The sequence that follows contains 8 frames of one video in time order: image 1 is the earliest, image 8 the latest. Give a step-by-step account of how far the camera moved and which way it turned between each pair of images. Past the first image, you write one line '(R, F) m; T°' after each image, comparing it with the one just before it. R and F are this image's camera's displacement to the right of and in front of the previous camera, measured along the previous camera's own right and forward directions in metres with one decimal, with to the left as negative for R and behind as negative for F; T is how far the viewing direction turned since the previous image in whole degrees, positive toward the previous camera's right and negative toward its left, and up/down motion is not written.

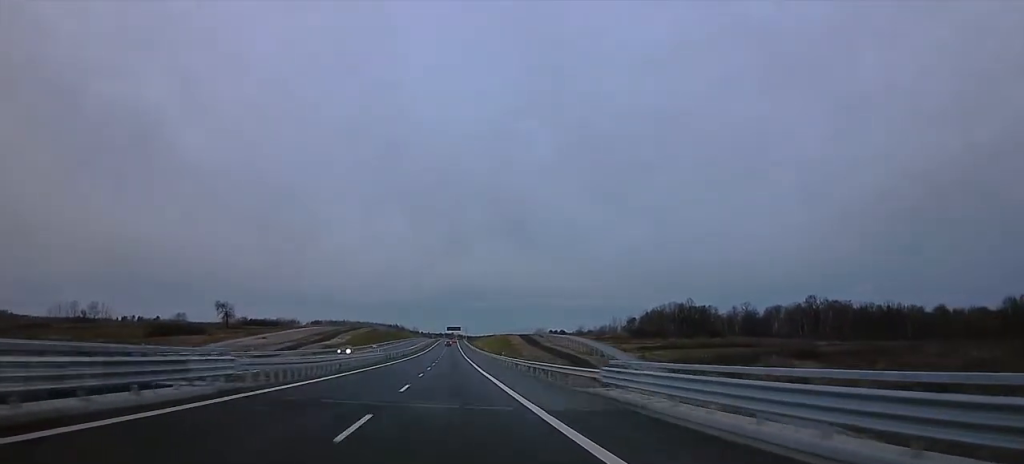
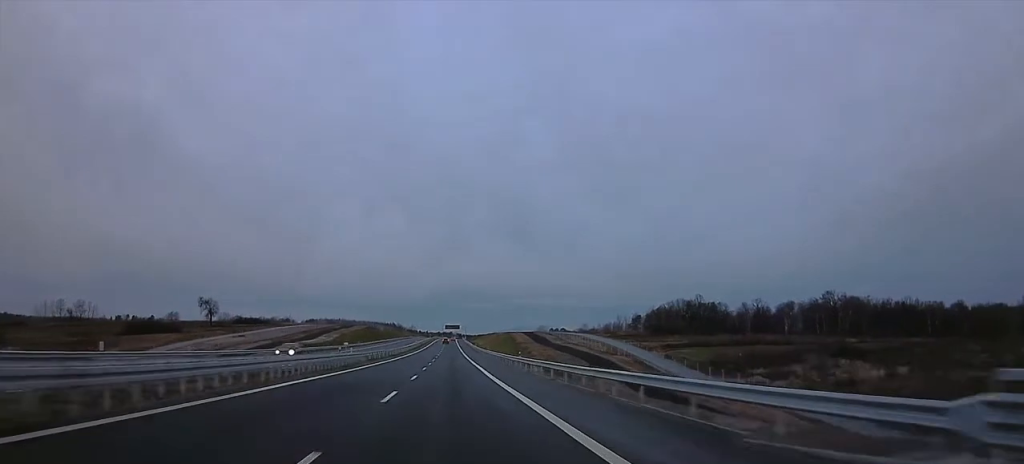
(0.0, +17.5) m; 0°
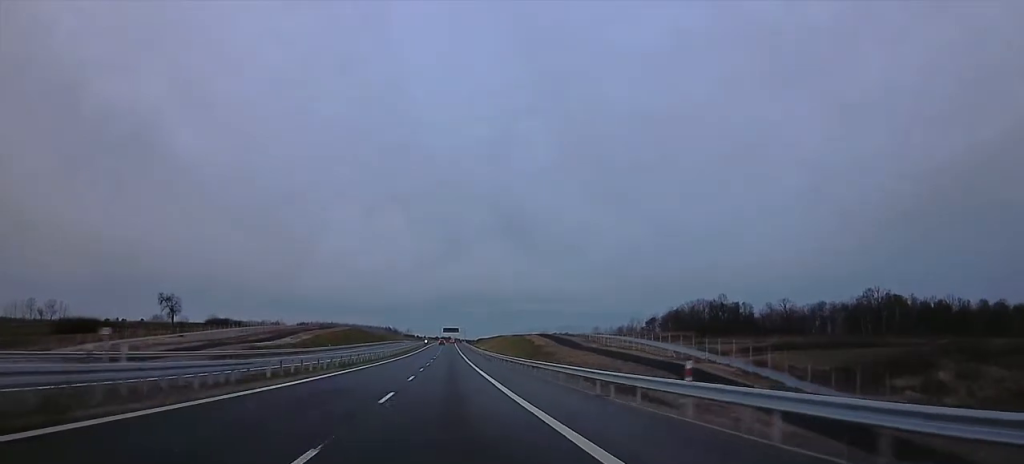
(0.0, +35.9) m; 0°
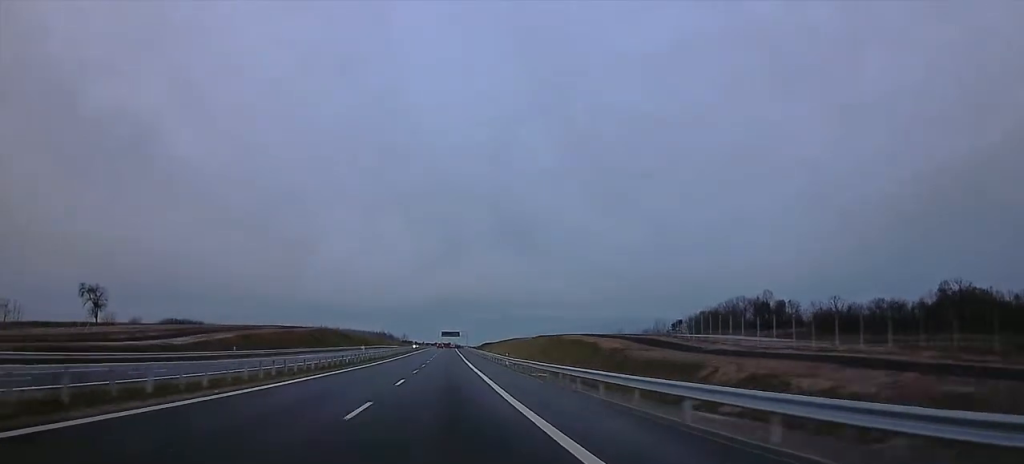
(0.0, +53.1) m; 0°
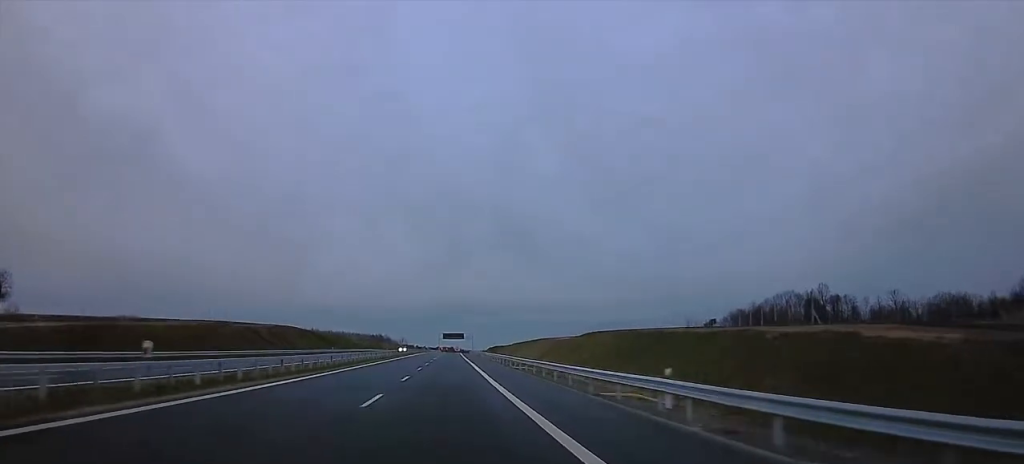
(0.0, +45.9) m; 0°
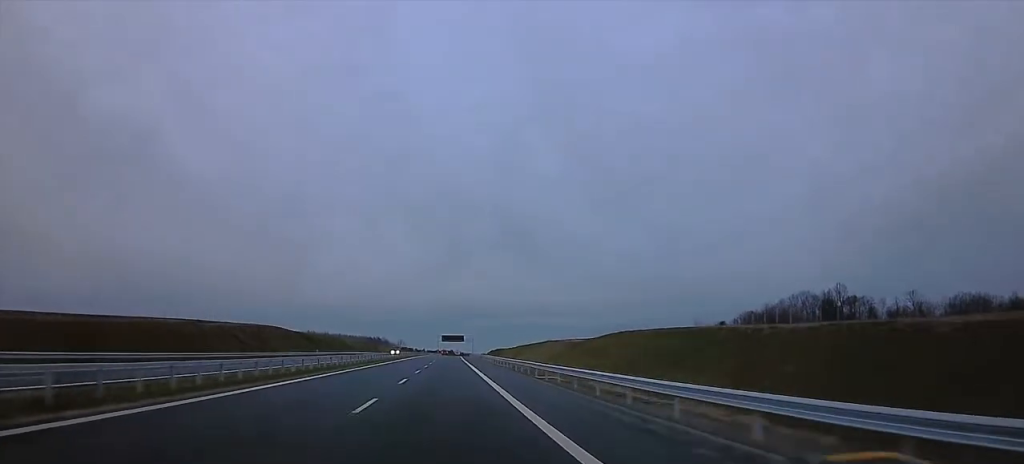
(0.0, +13.2) m; 0°
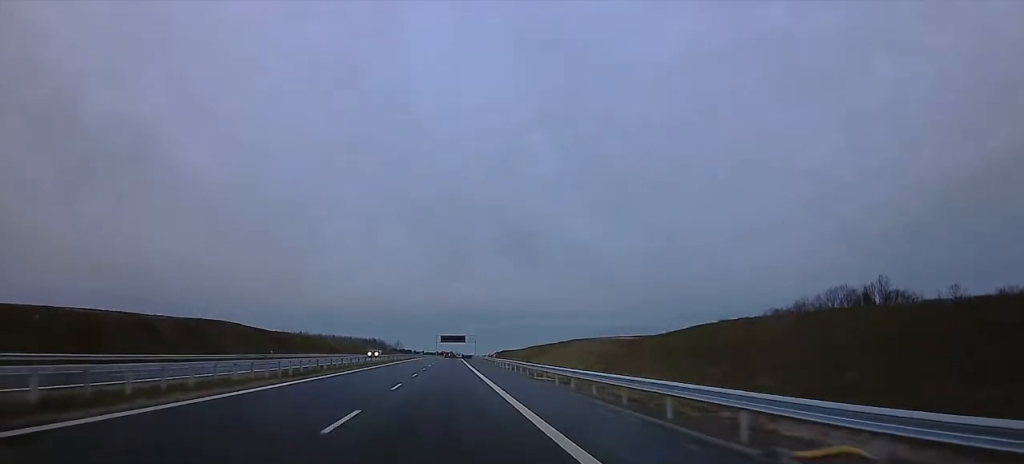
(0.0, +27.5) m; 0°
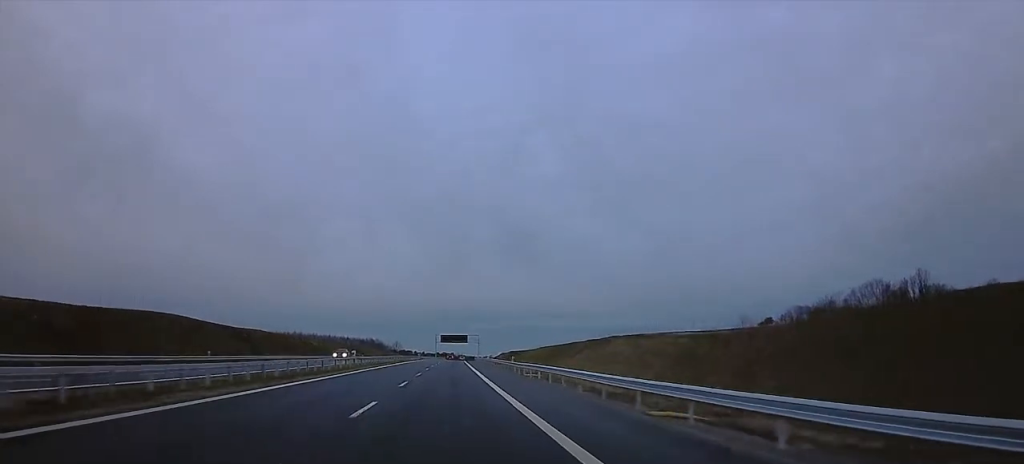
(0.0, +21.3) m; 0°
